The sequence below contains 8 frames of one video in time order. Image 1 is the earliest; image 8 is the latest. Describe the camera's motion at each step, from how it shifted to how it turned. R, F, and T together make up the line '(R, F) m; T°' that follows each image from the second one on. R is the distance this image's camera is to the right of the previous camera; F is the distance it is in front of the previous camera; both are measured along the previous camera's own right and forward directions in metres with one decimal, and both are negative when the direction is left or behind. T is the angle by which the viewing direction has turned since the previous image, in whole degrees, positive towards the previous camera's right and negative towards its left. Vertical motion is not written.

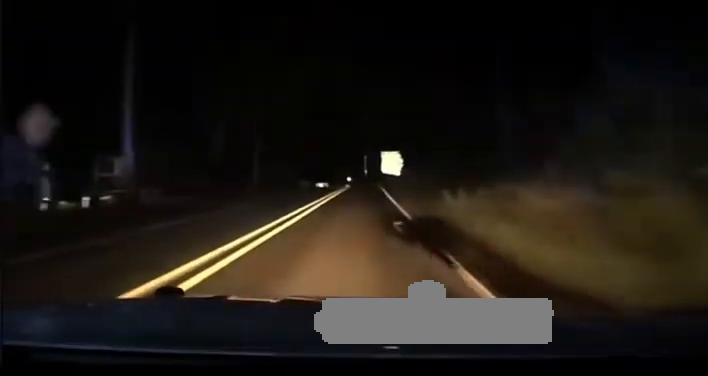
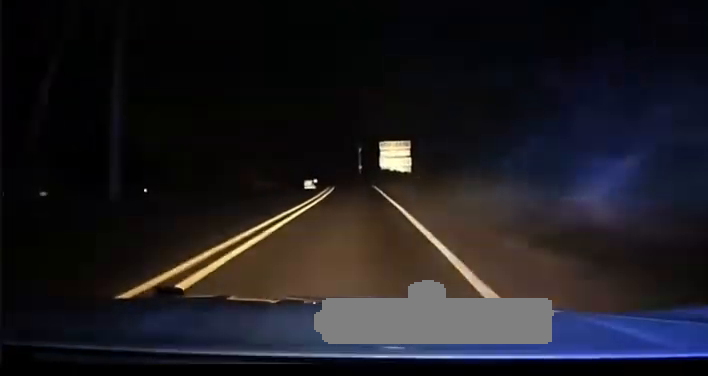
(+2.0, +41.0) m; +4°
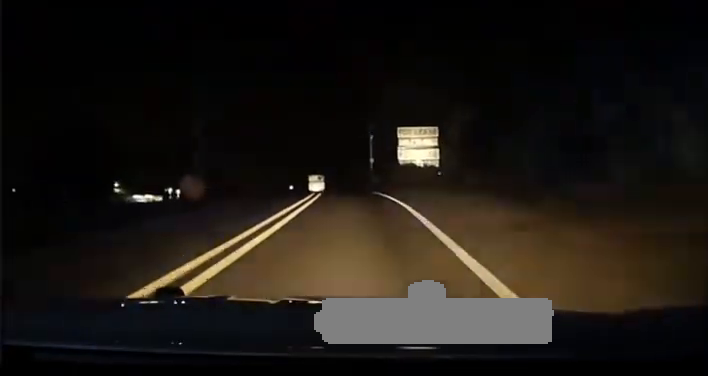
(+0.4, +32.9) m; 0°
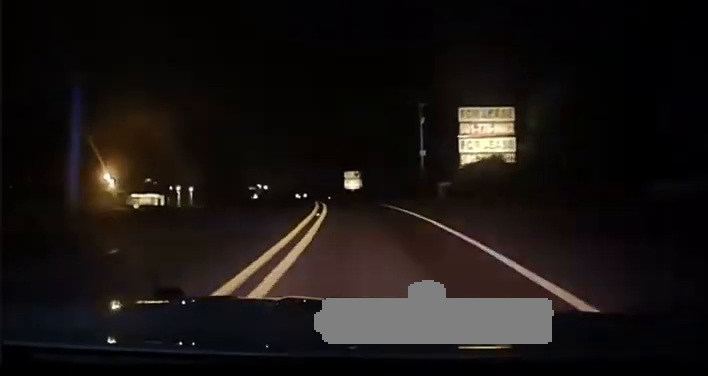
(-0.3, +27.7) m; -2°
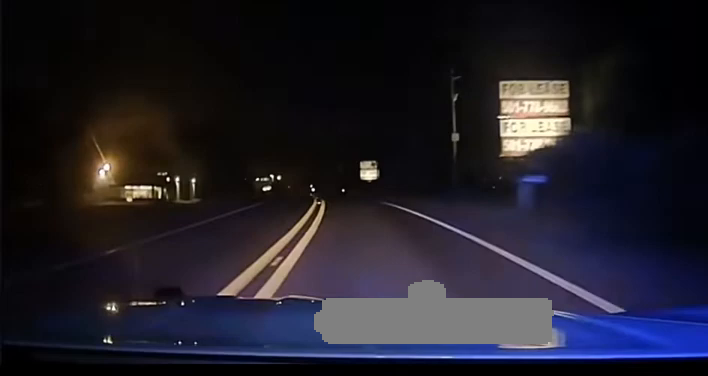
(-0.1, +13.7) m; -1°
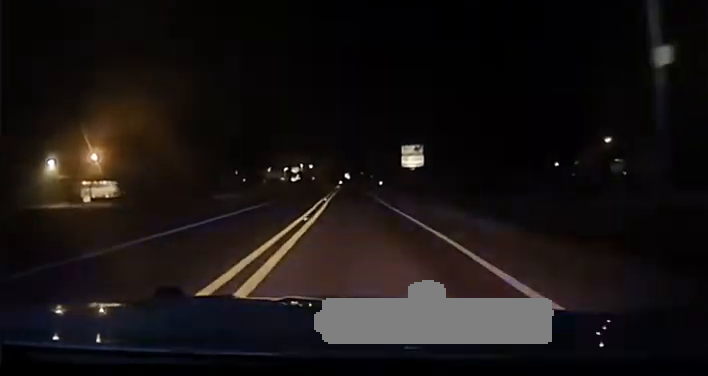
(-0.7, +36.4) m; -3°
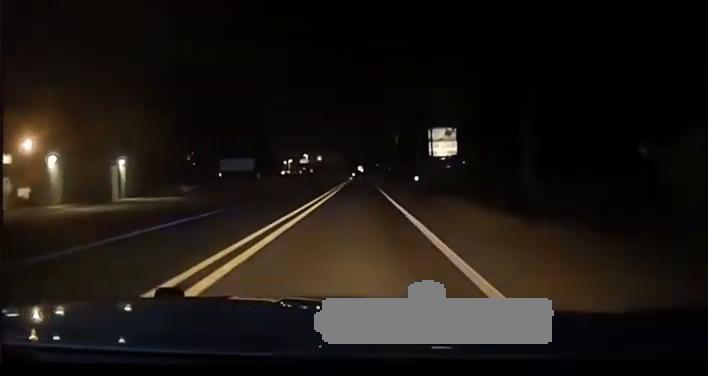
(-1.4, +45.4) m; -2°
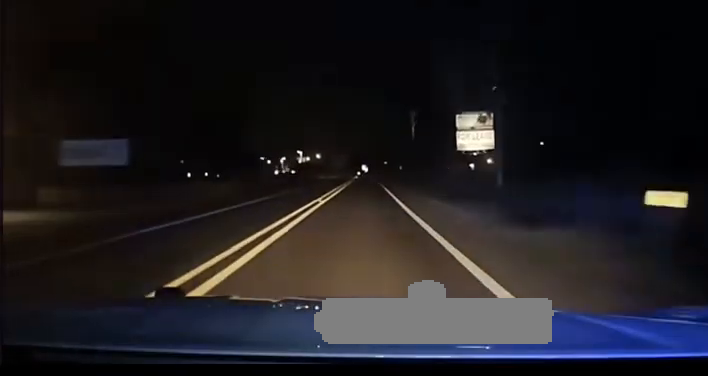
(-0.5, +45.8) m; -1°
